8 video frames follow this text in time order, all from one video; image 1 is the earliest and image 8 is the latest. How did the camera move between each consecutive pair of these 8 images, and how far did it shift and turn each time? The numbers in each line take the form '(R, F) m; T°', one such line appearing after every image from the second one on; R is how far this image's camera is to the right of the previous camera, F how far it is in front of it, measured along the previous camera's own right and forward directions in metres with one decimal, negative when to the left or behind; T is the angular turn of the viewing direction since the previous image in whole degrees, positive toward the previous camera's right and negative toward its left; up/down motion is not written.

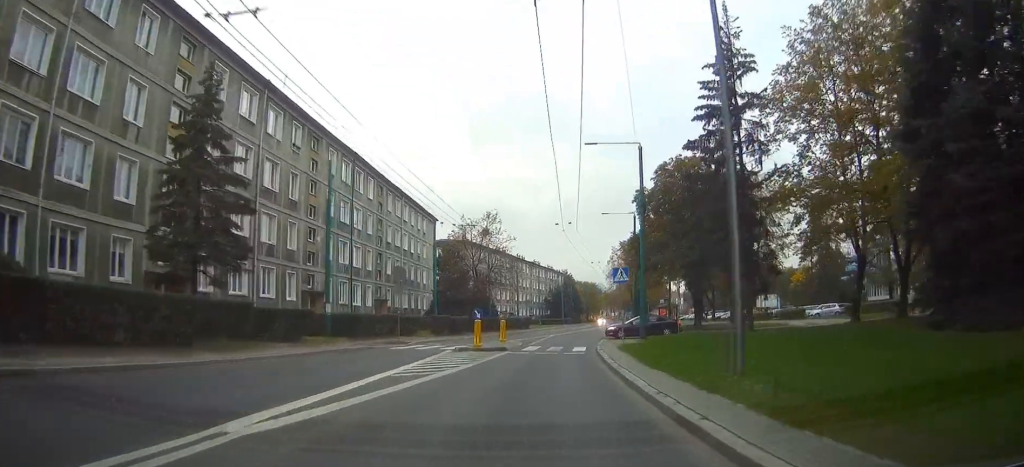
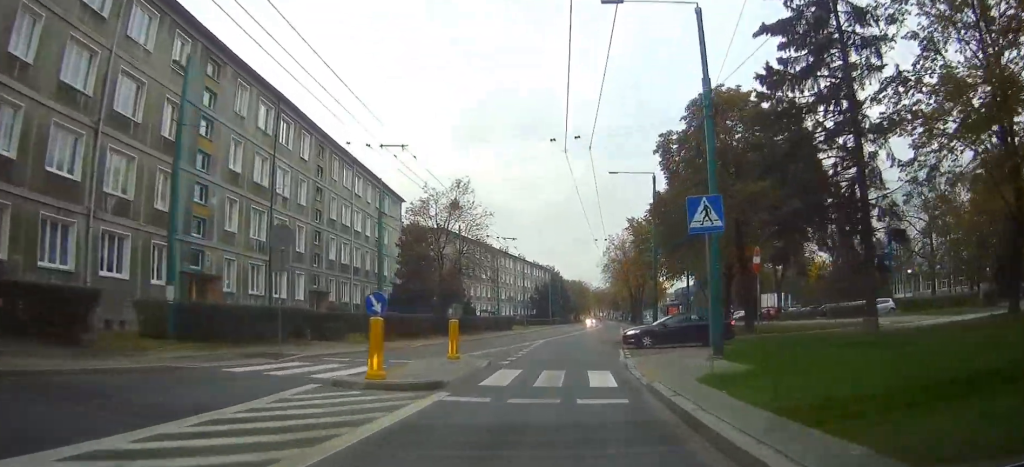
(+0.1, +16.3) m; +1°
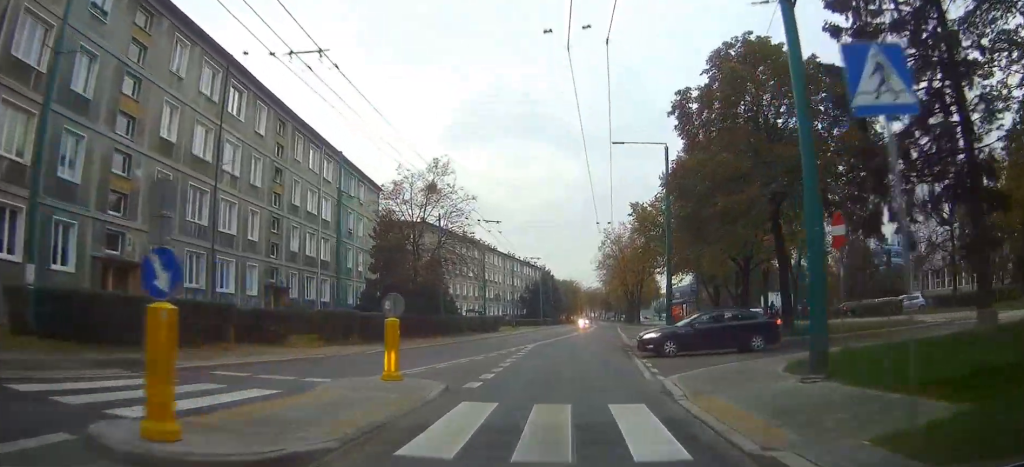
(0.0, +7.3) m; 0°
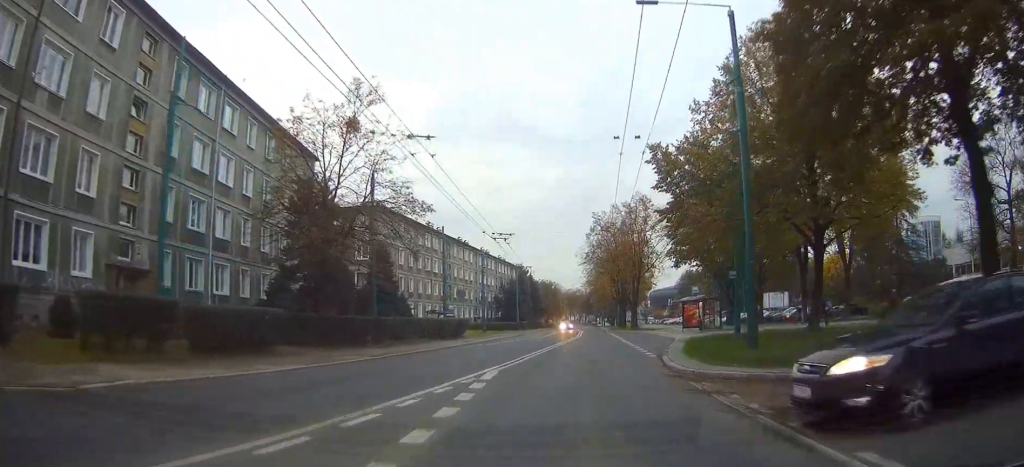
(+0.1, +15.8) m; +1°
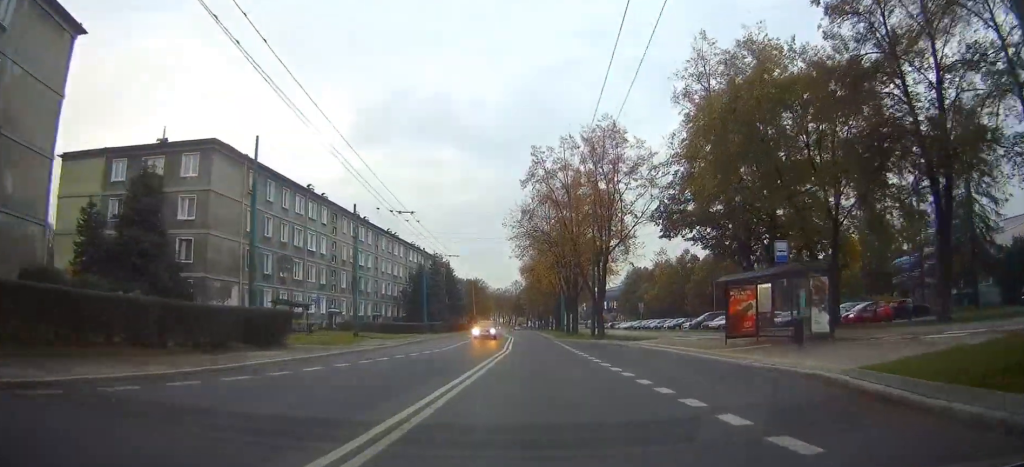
(+1.3, +28.5) m; +5°
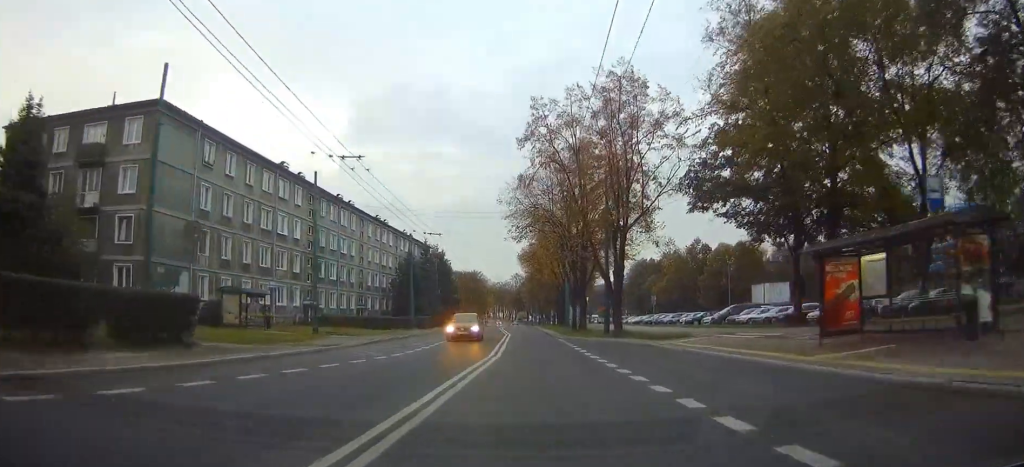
(+0.1, +9.1) m; +1°
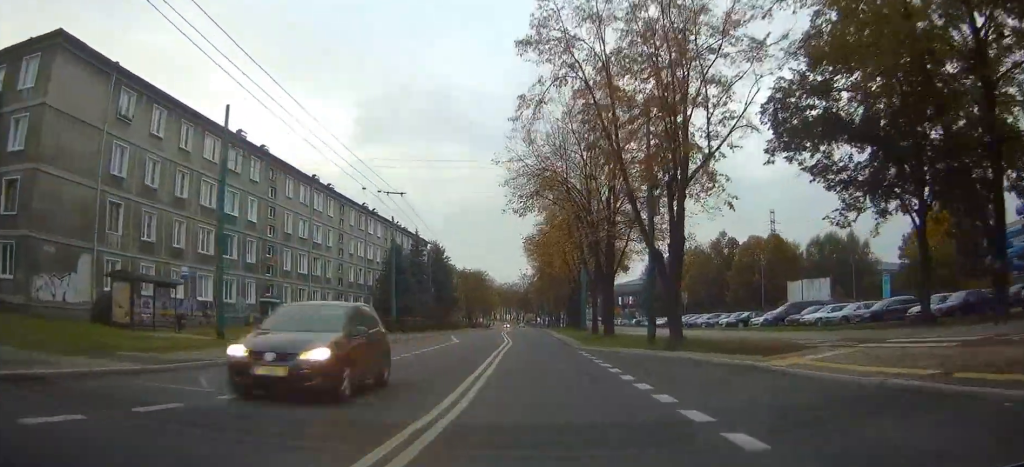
(0.0, +13.3) m; 0°
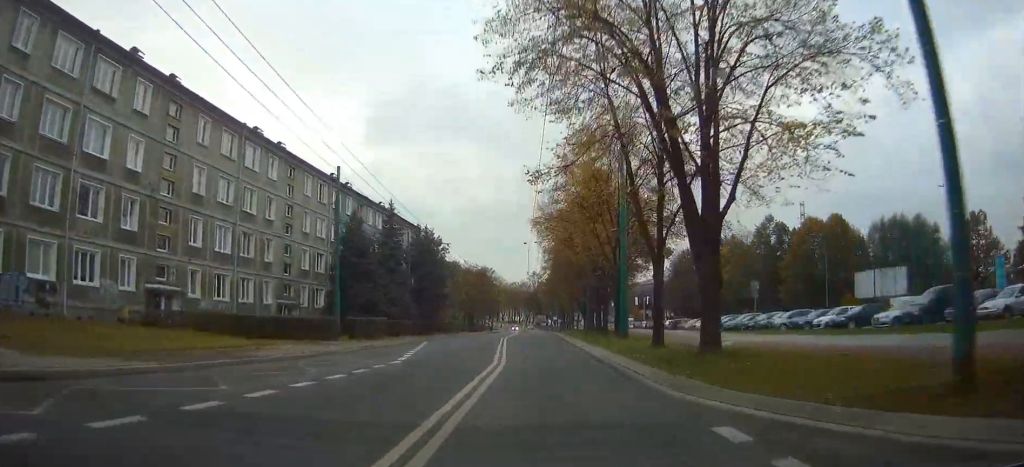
(+0.1, +19.7) m; 0°
